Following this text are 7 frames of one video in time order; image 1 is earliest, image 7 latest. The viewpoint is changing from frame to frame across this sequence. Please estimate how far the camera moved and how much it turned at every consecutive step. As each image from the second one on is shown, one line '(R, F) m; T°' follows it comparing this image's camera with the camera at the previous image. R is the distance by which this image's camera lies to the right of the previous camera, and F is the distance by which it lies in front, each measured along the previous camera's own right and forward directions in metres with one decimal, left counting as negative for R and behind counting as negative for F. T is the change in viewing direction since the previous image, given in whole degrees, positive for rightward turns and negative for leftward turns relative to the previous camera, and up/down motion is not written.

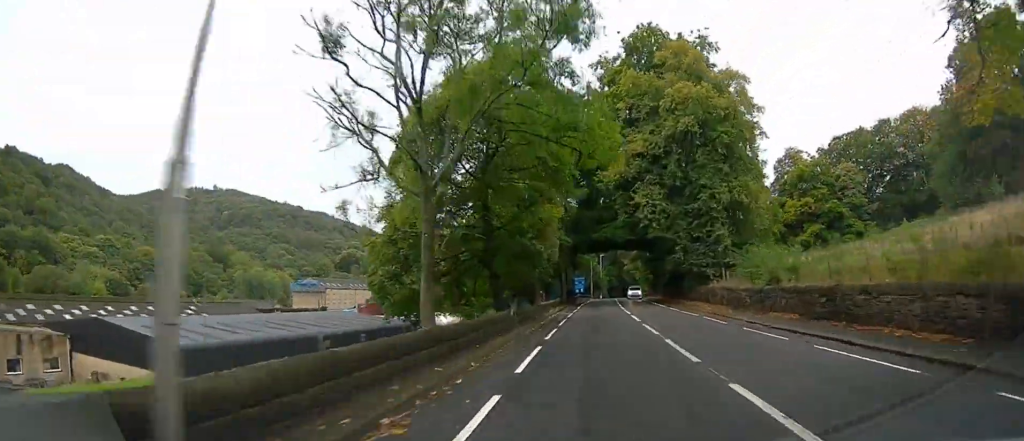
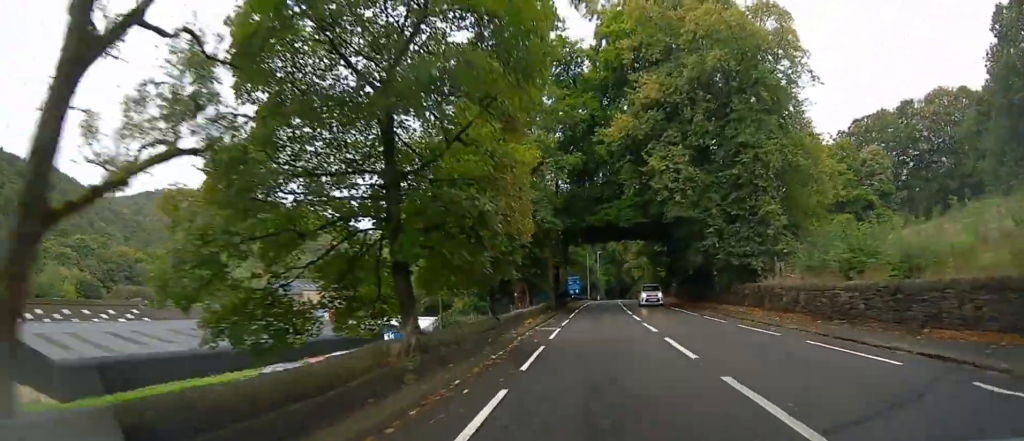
(+0.1, +11.2) m; +1°
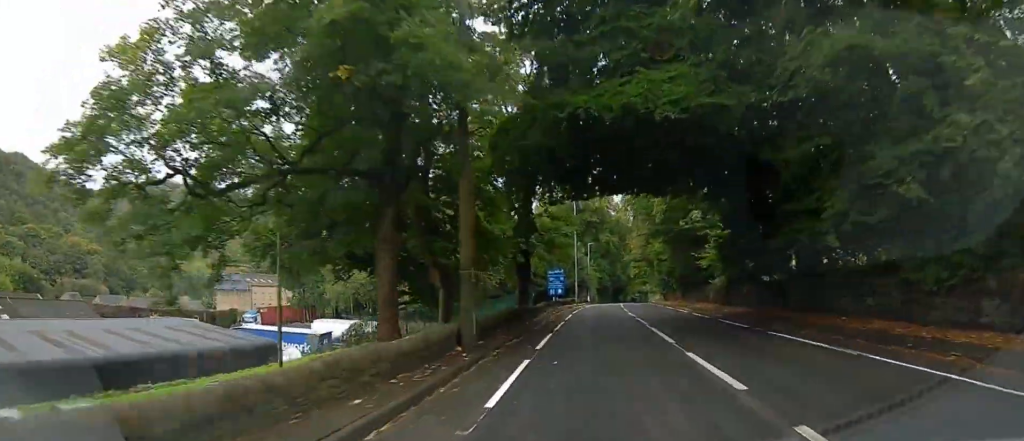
(+0.2, +20.8) m; +1°
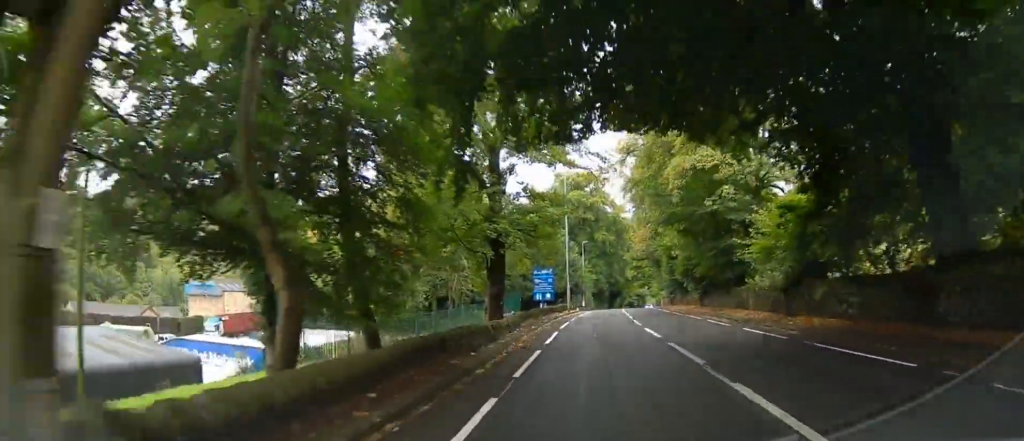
(0.0, +9.3) m; +1°
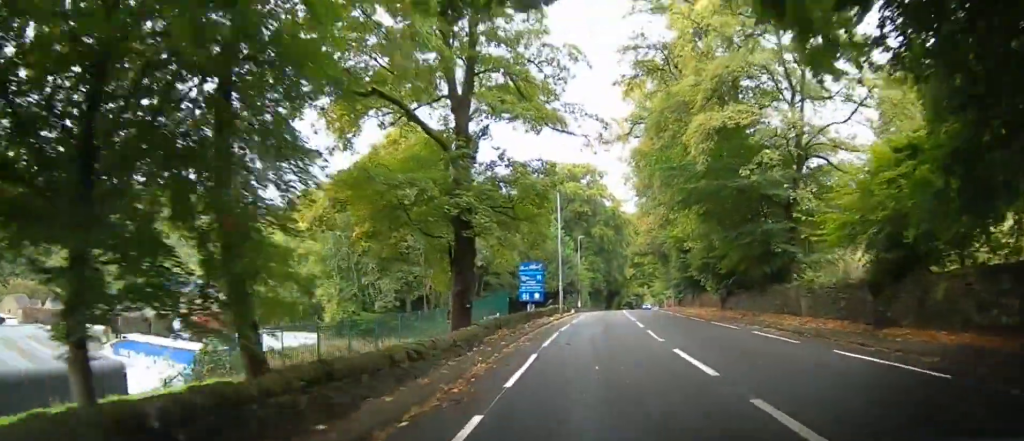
(0.0, +6.5) m; 0°
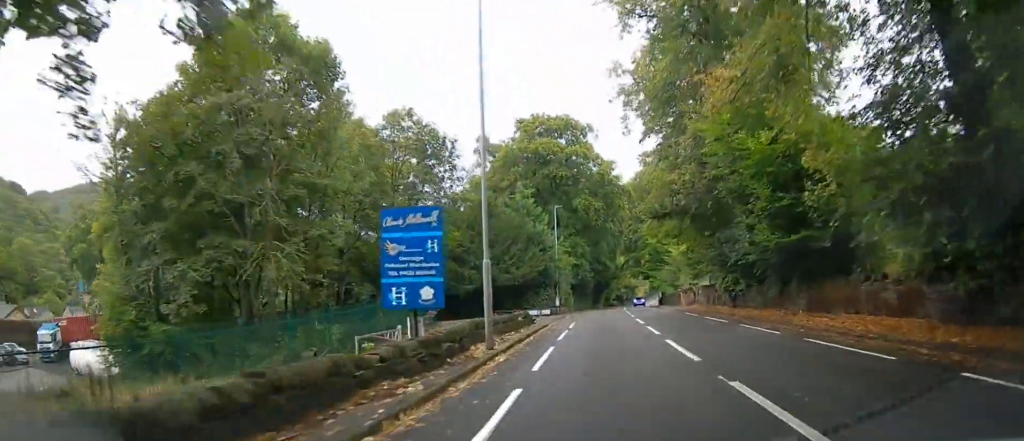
(+0.3, +22.3) m; +2°
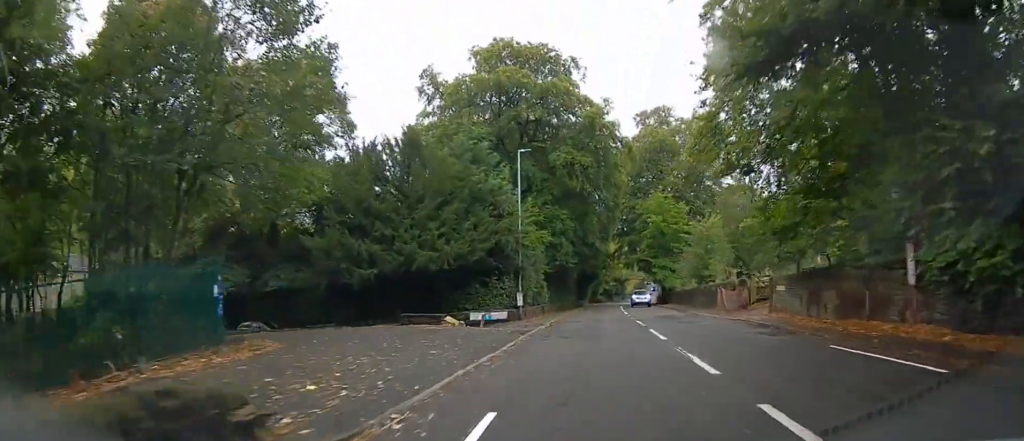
(+0.2, +19.1) m; +1°
